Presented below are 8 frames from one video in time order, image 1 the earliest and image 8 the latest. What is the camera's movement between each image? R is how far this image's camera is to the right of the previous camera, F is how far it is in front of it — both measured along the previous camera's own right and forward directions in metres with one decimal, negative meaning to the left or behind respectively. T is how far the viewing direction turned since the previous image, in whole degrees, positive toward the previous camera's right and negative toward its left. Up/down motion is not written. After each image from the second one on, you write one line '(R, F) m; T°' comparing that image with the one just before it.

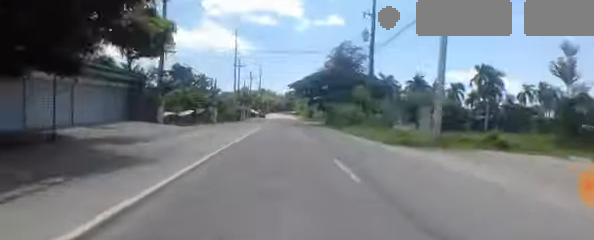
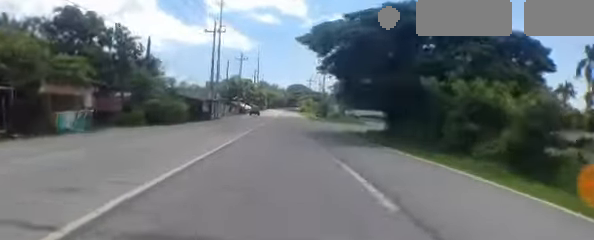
(-0.4, +29.6) m; -1°
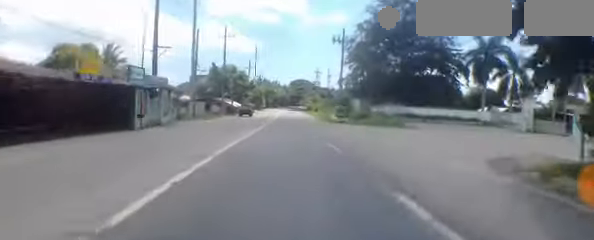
(-0.1, +20.6) m; -1°
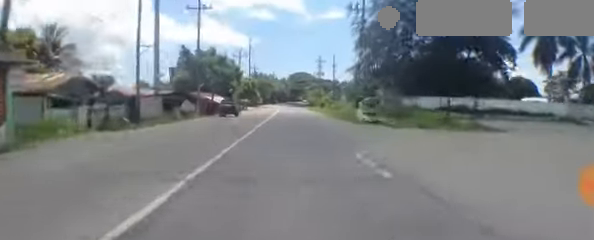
(-0.2, +14.5) m; 0°
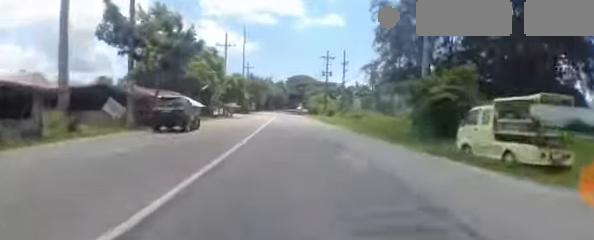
(+0.2, +16.7) m; +2°
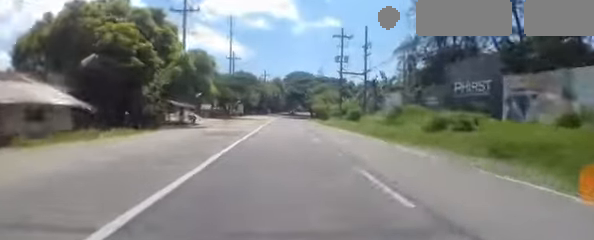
(+0.5, +21.0) m; +1°
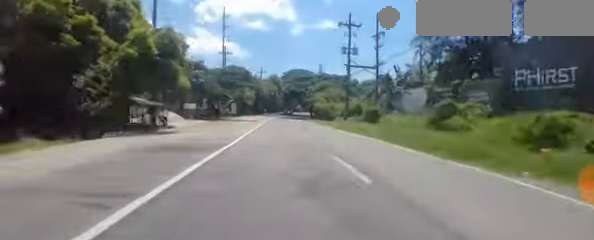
(+0.1, +6.7) m; 0°
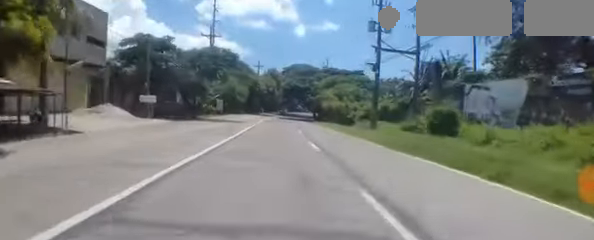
(-0.3, +12.8) m; 0°
